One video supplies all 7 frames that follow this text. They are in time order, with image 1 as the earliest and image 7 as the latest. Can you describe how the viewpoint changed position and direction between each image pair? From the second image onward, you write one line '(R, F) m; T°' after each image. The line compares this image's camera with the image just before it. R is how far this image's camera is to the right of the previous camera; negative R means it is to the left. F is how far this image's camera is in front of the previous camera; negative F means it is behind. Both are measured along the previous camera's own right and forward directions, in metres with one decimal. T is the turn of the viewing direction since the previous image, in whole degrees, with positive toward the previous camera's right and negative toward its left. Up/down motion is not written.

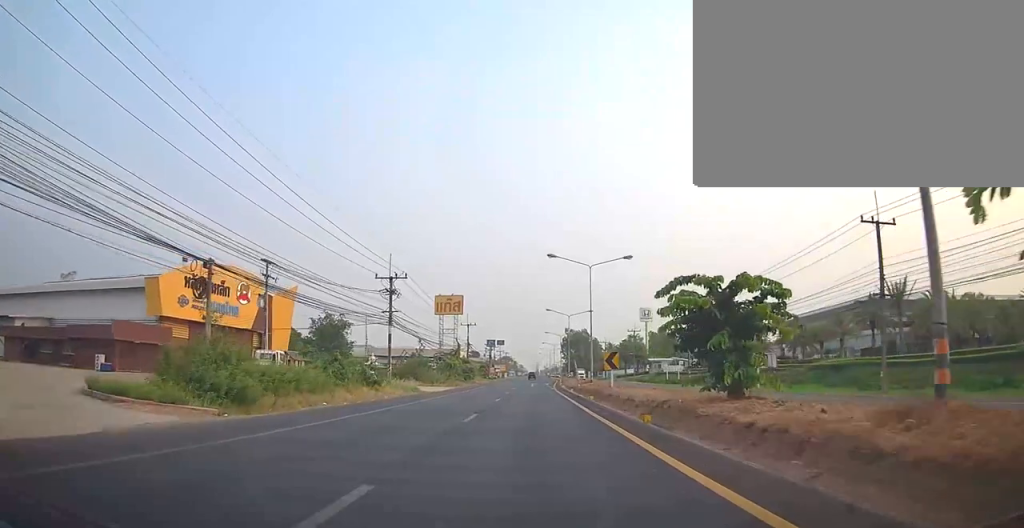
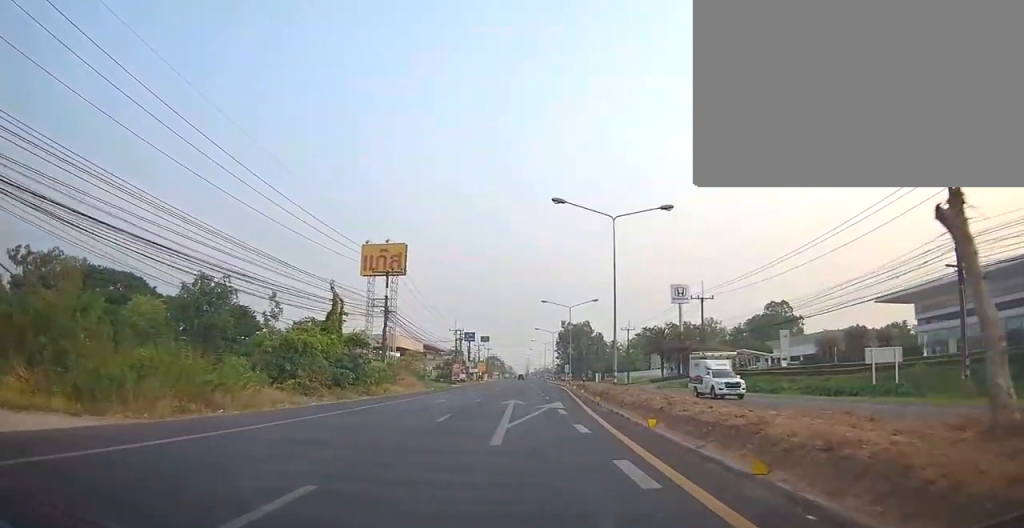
(-0.3, +47.5) m; +2°
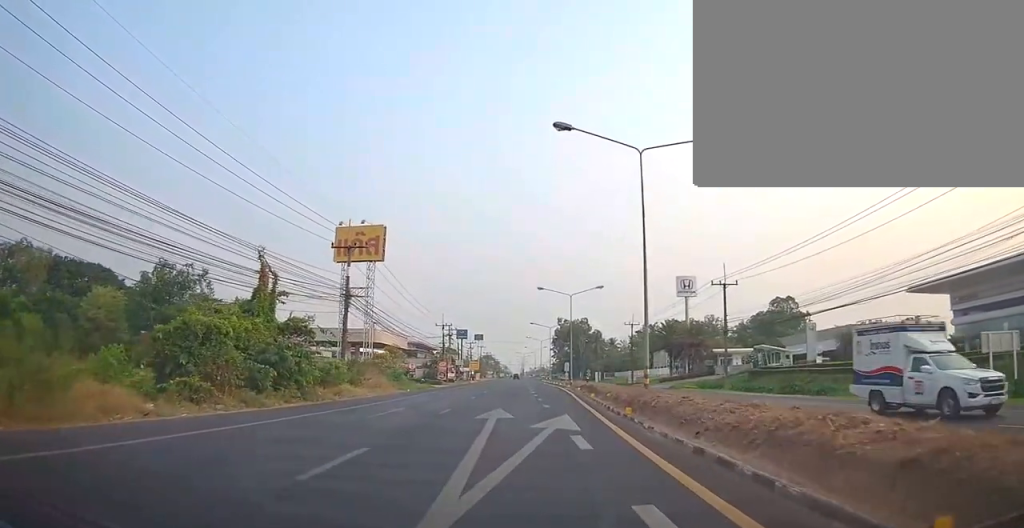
(+0.5, +8.4) m; 0°
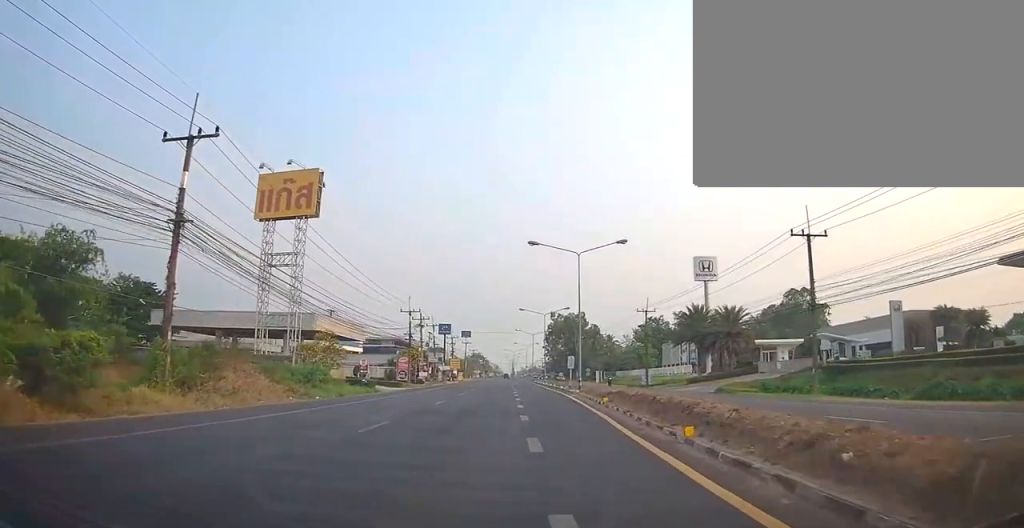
(-0.3, +17.9) m; -3°
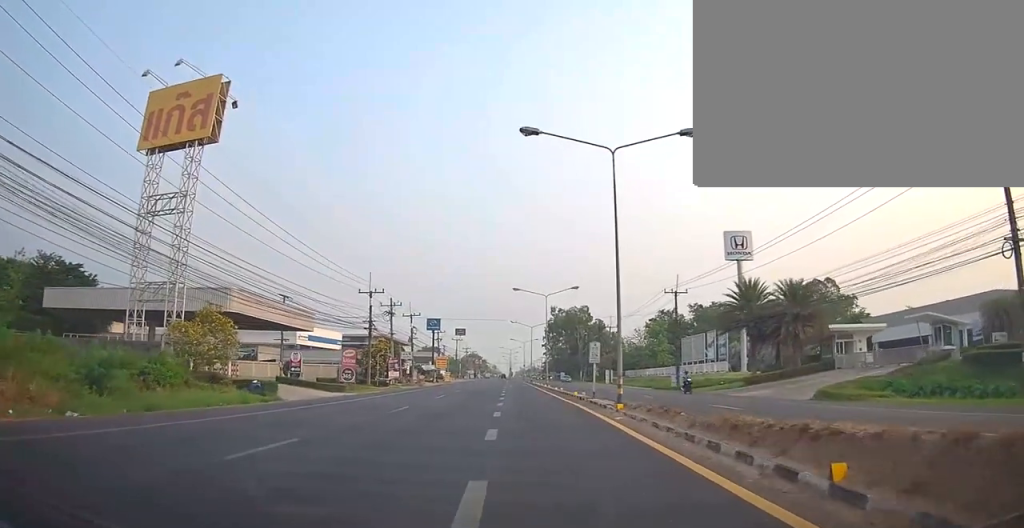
(-0.3, +16.5) m; +1°
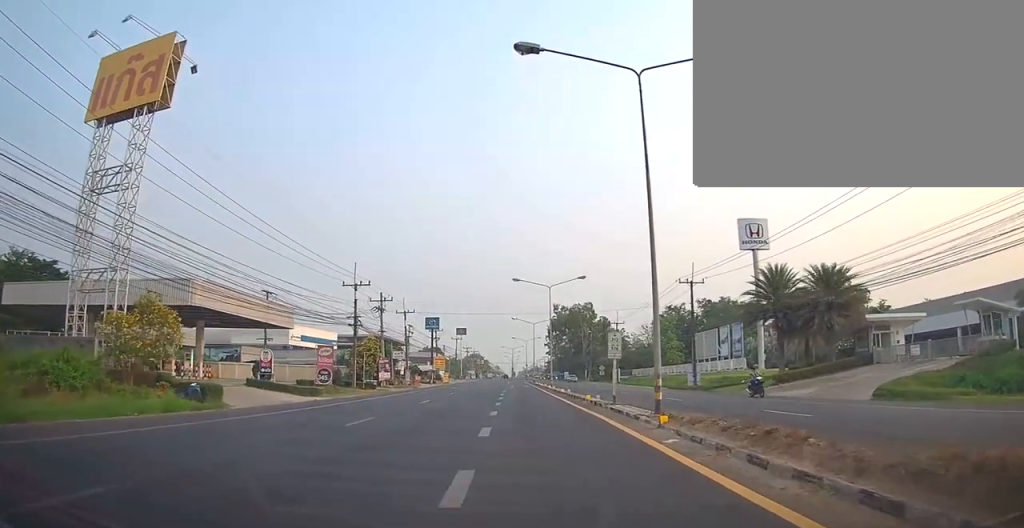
(+0.3, +5.2) m; 0°
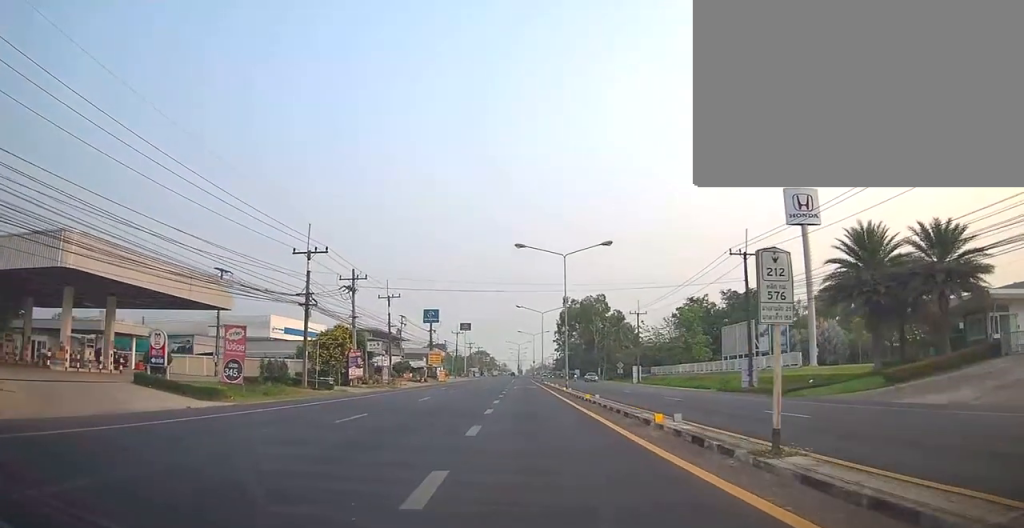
(-0.1, +12.9) m; -1°
